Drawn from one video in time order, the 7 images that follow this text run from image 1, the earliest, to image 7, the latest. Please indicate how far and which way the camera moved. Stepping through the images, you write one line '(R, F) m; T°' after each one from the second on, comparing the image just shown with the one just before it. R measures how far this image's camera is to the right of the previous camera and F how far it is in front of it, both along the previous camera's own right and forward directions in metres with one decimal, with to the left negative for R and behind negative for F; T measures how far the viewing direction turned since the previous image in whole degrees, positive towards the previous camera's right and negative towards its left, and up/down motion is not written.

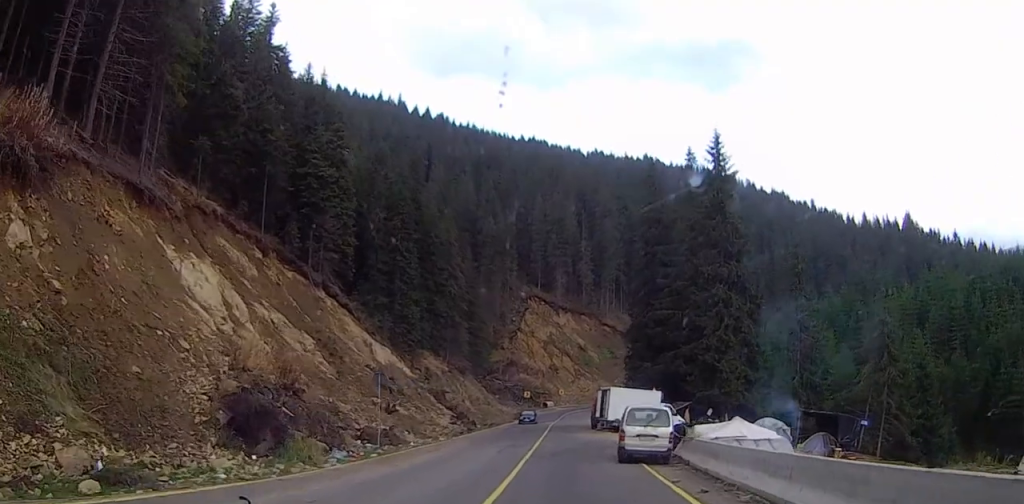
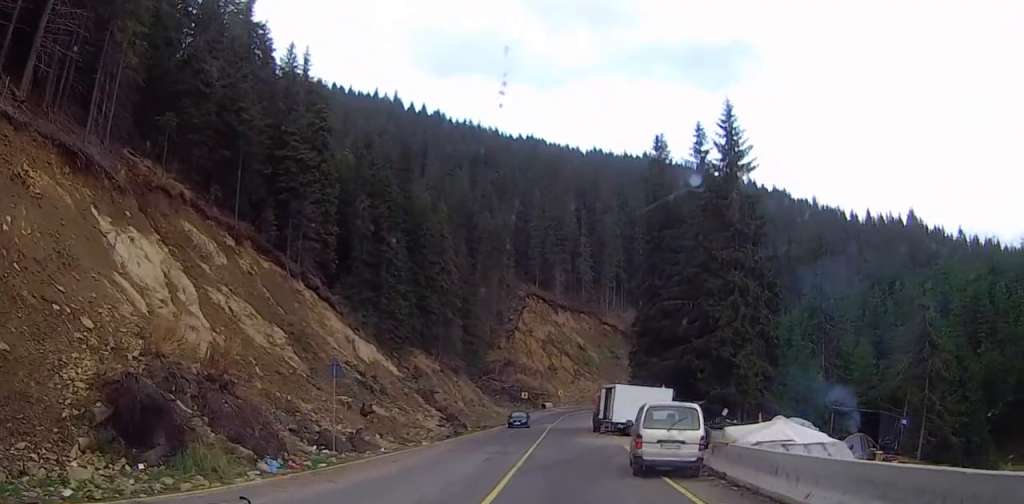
(0.0, +5.2) m; 0°
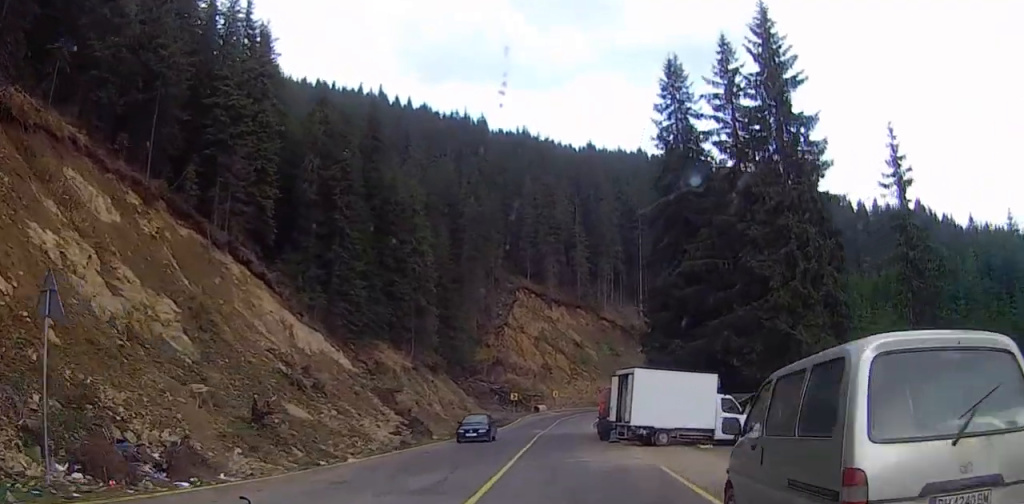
(-0.1, +13.4) m; 0°
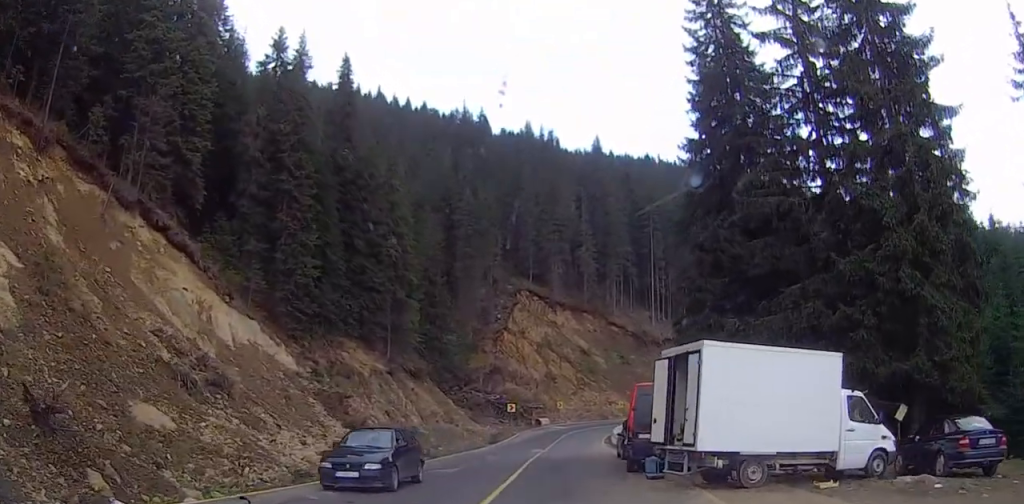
(-0.1, +12.2) m; -3°
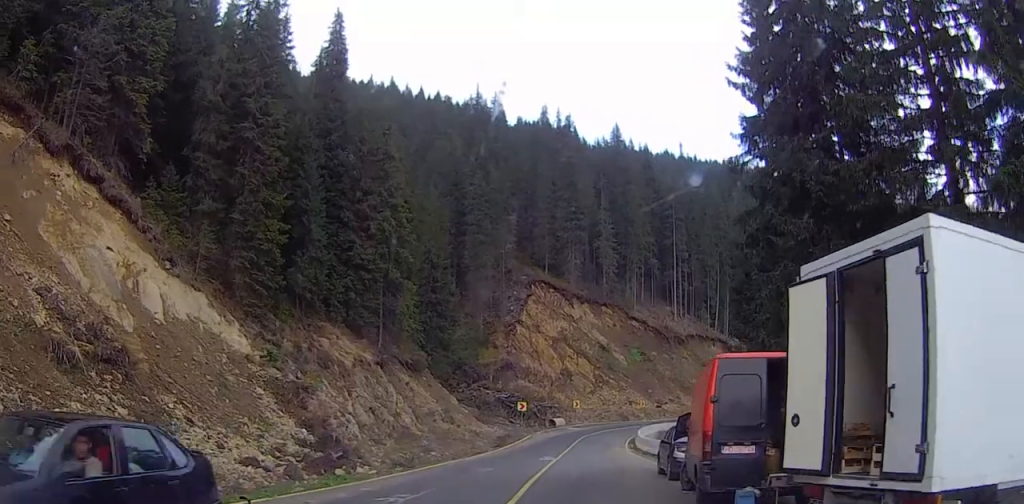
(-0.4, +8.4) m; -5°
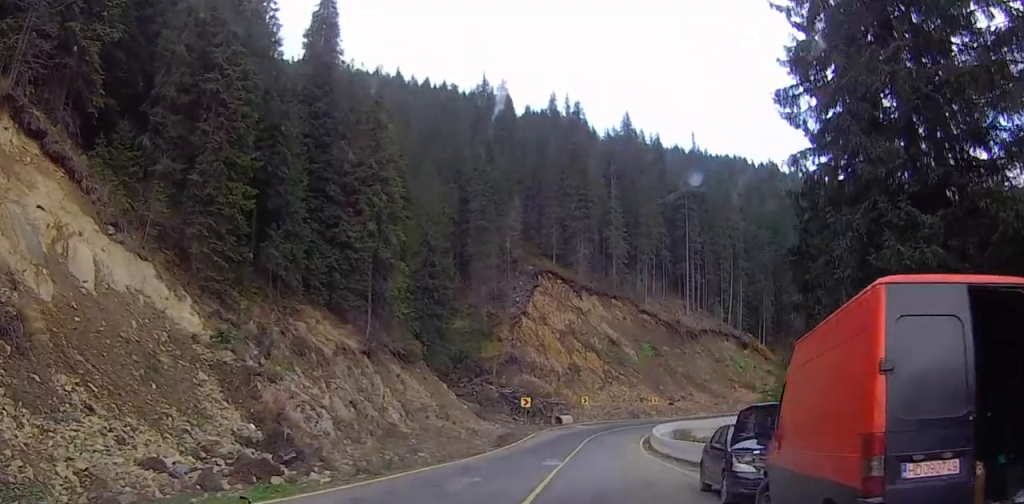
(+0.1, +5.5) m; -4°
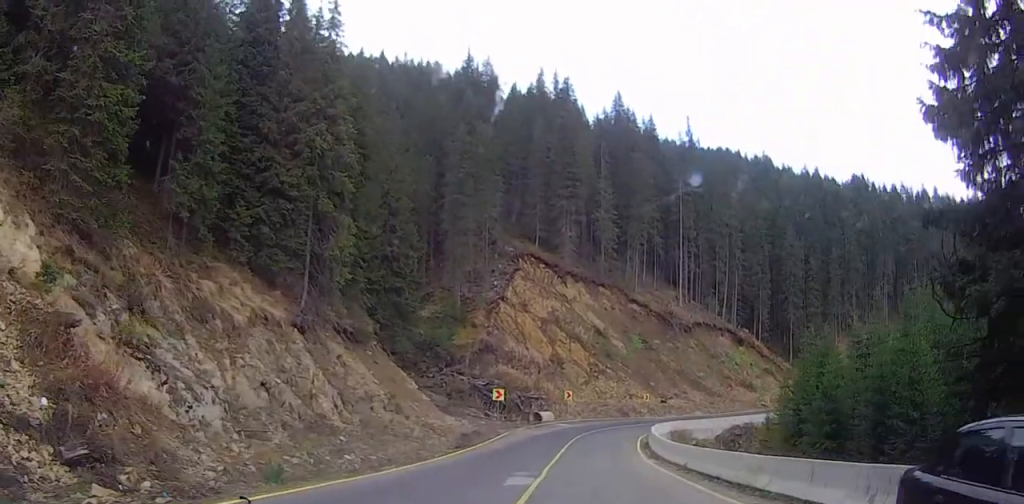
(-0.6, +9.9) m; +5°
